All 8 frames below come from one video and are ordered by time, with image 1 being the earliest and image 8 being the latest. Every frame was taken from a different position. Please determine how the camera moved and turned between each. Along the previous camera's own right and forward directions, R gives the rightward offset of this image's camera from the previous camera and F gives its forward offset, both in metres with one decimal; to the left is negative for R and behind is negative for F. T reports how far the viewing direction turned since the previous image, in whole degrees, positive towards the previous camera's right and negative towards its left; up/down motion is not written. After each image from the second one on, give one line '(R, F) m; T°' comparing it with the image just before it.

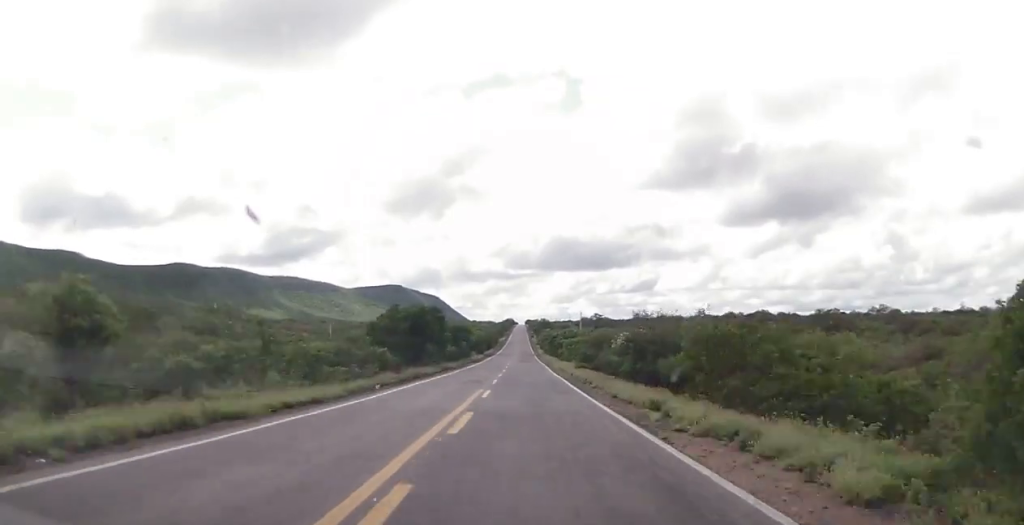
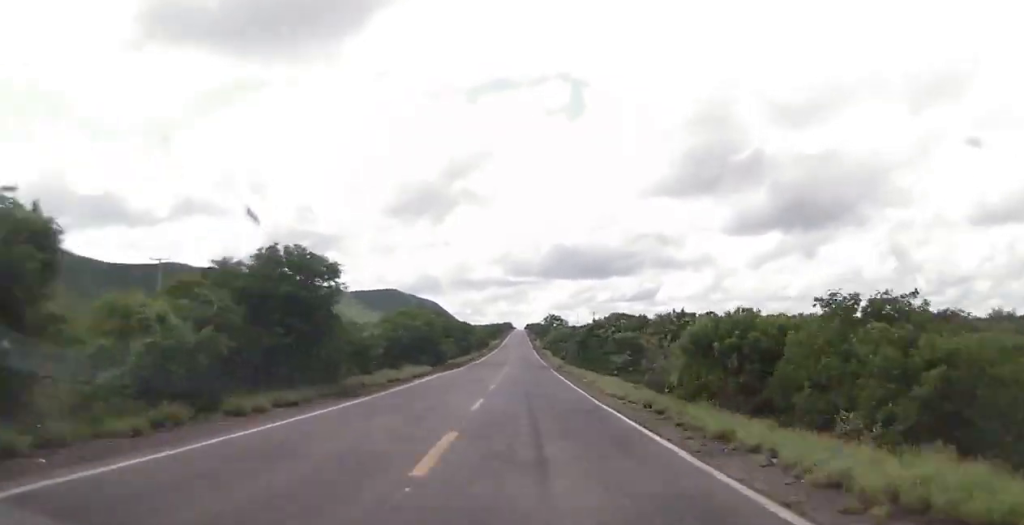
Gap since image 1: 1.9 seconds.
(+0.2, +61.8) m; 0°
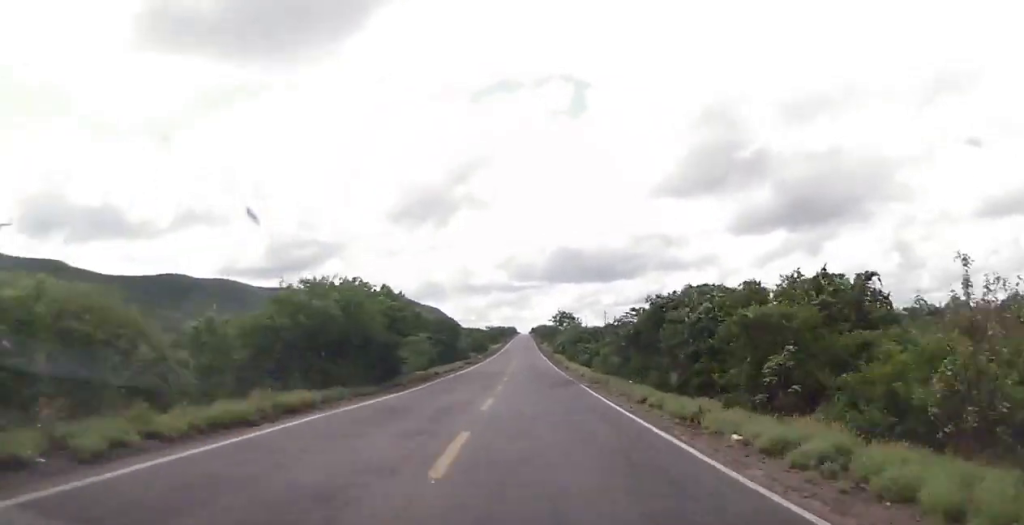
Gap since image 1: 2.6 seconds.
(-0.1, +24.1) m; 0°
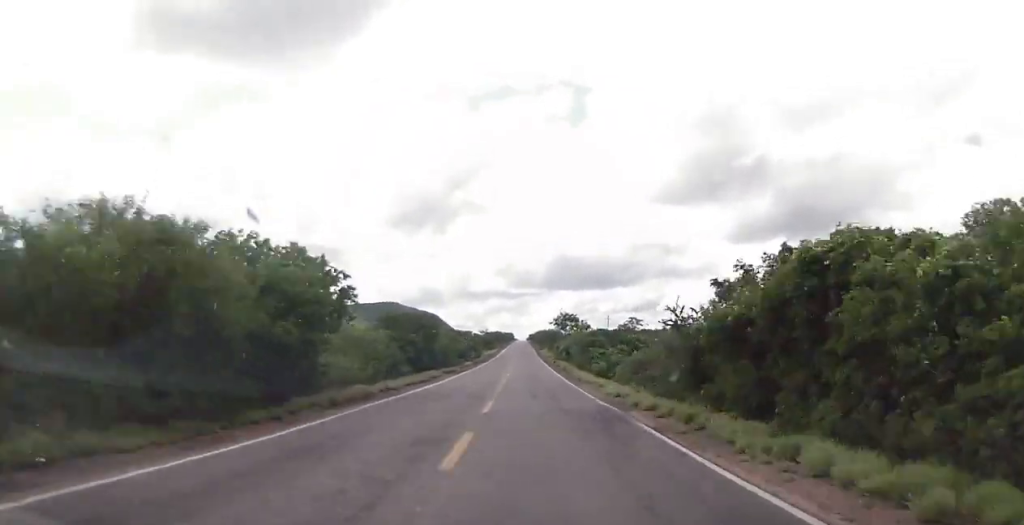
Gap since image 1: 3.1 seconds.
(-0.1, +15.4) m; 0°
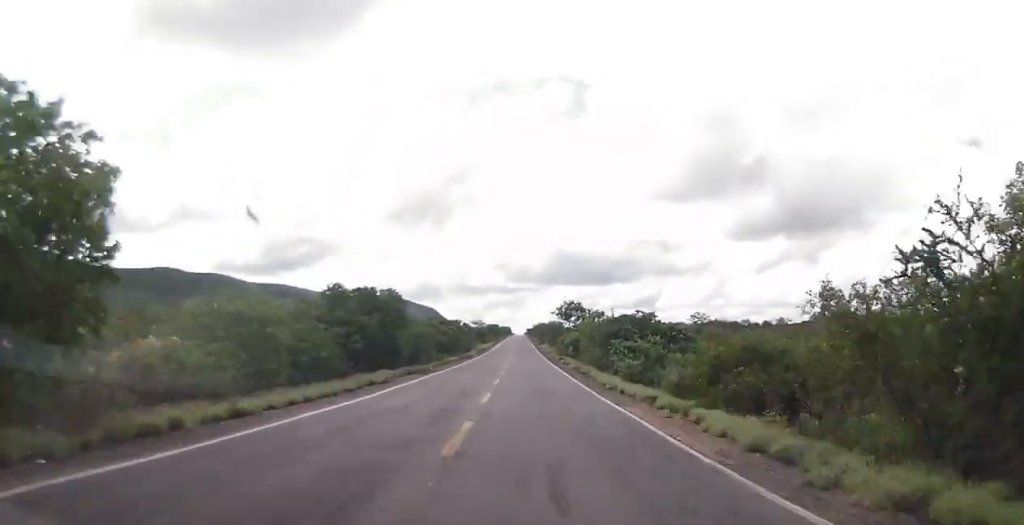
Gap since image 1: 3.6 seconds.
(0.0, +15.5) m; 0°
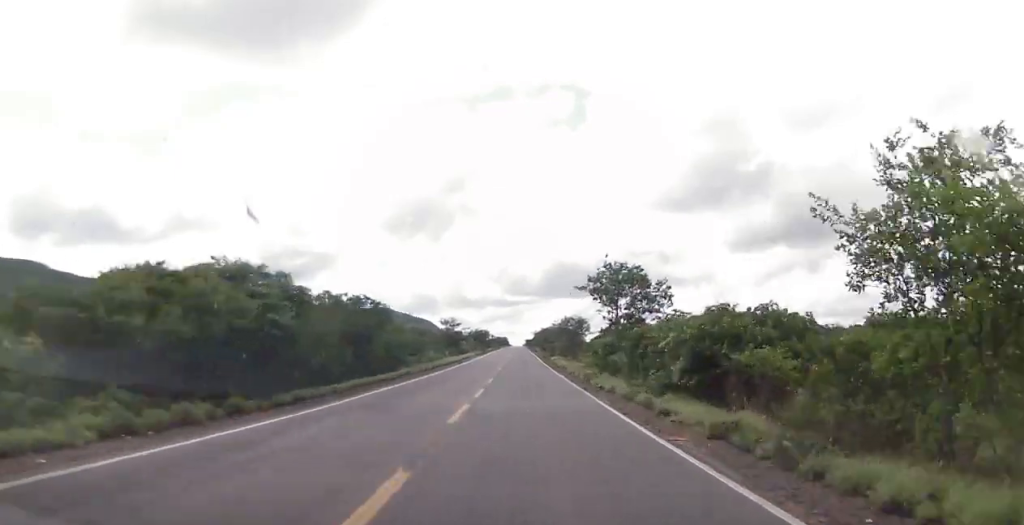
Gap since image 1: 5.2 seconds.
(+0.3, +53.5) m; 0°
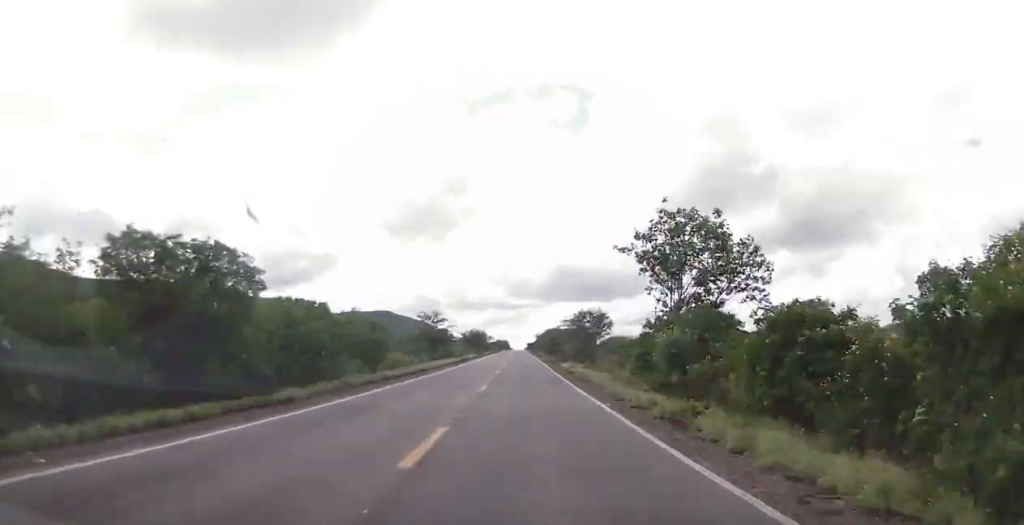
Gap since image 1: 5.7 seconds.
(0.0, +19.0) m; 0°
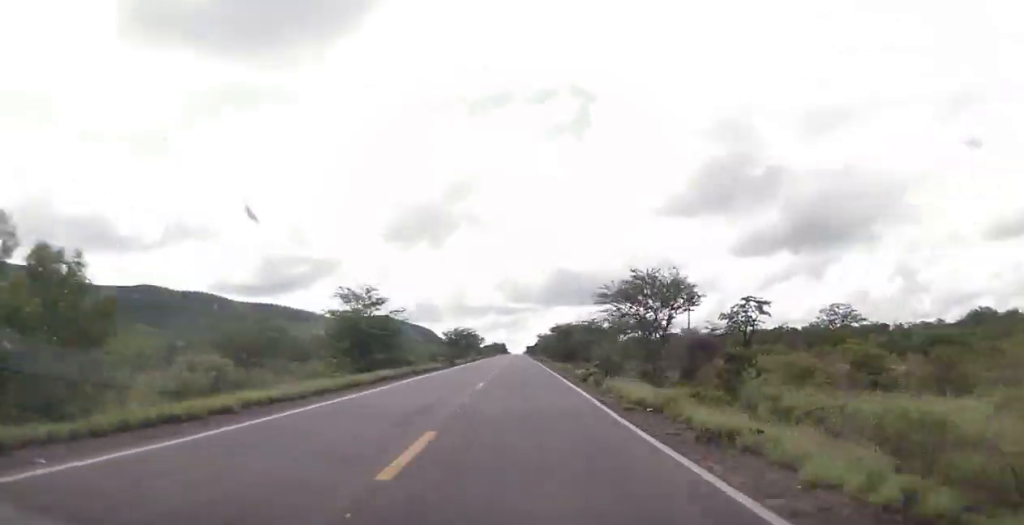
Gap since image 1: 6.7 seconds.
(0.0, +31.3) m; 0°
